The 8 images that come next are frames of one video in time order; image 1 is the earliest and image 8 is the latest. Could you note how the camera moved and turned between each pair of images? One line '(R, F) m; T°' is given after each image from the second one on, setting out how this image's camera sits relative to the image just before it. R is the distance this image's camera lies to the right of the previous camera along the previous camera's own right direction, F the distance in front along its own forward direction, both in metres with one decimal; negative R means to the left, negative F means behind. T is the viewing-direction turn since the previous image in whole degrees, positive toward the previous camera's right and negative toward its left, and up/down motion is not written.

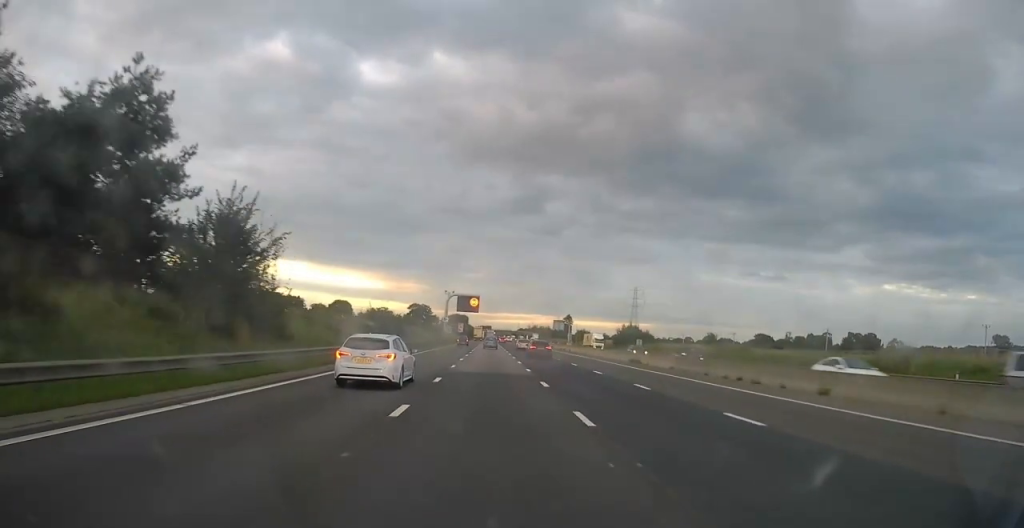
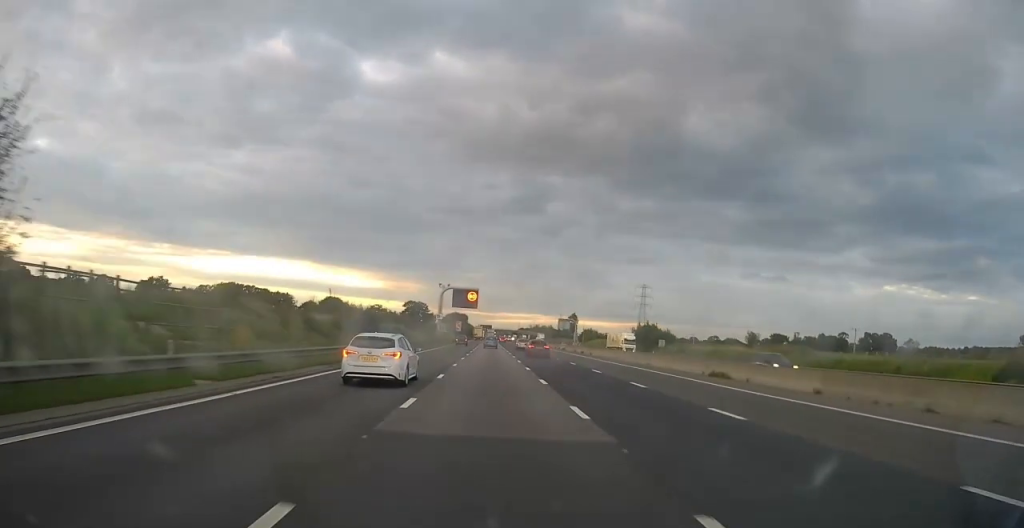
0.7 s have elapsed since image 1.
(+0.1, +17.5) m; 0°
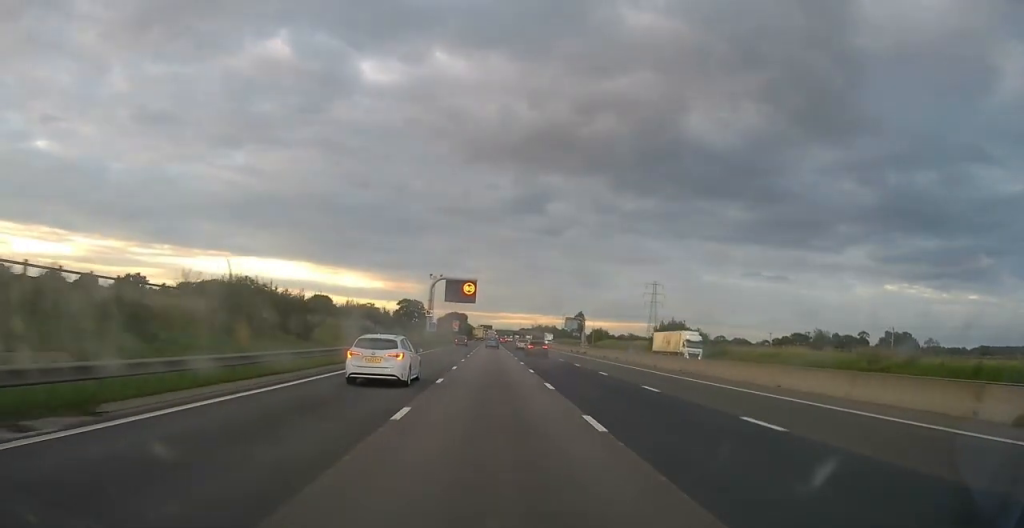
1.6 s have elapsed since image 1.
(-0.2, +20.0) m; 0°
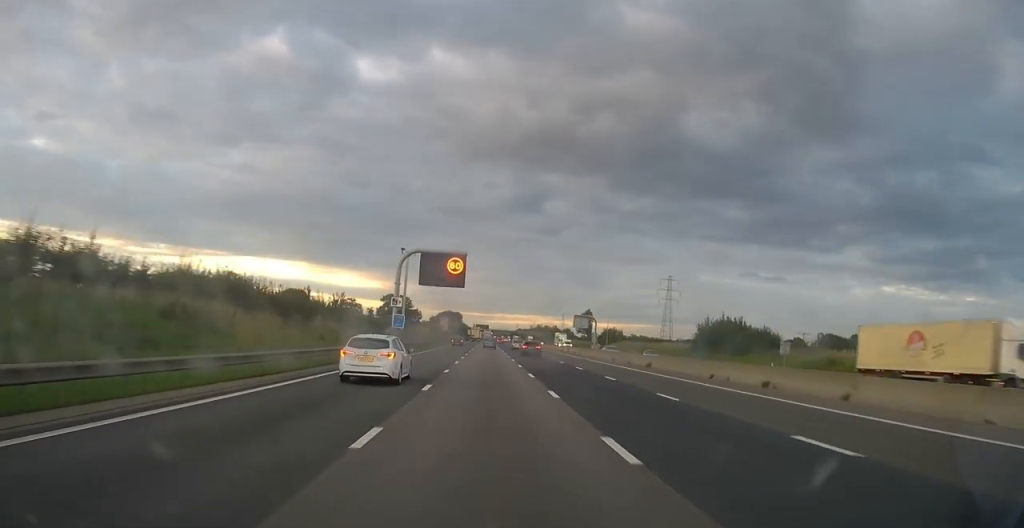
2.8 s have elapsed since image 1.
(+0.1, +30.3) m; +1°
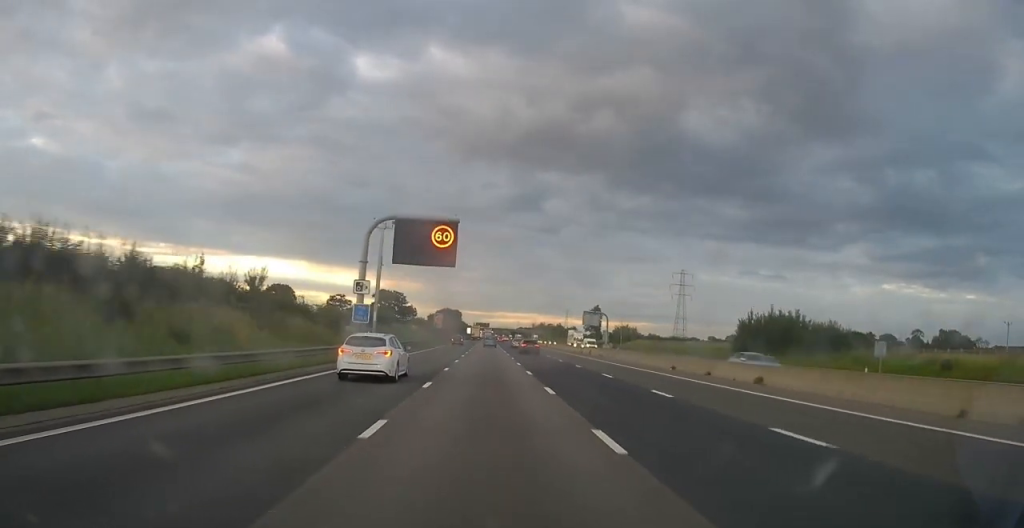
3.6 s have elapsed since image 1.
(+0.2, +17.4) m; 0°
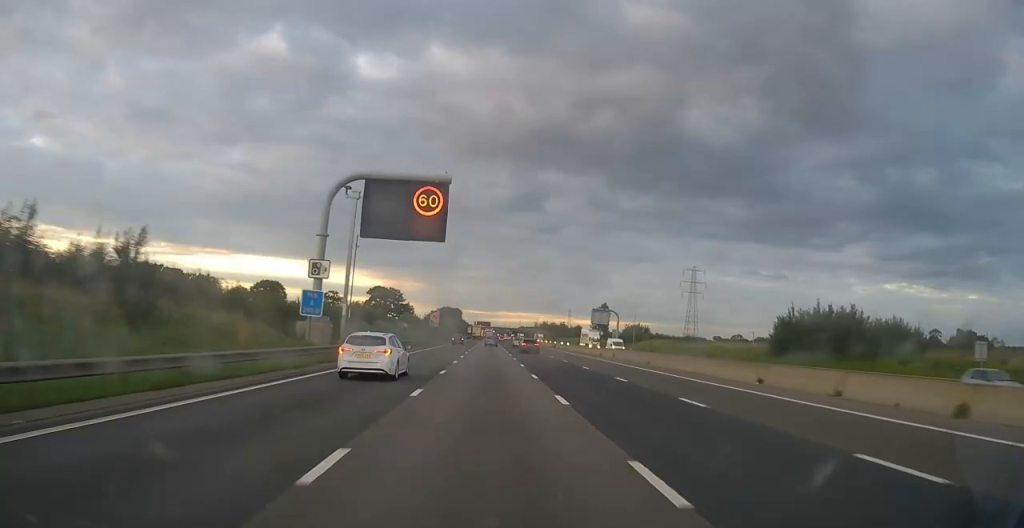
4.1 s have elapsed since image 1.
(0.0, +12.0) m; 0°
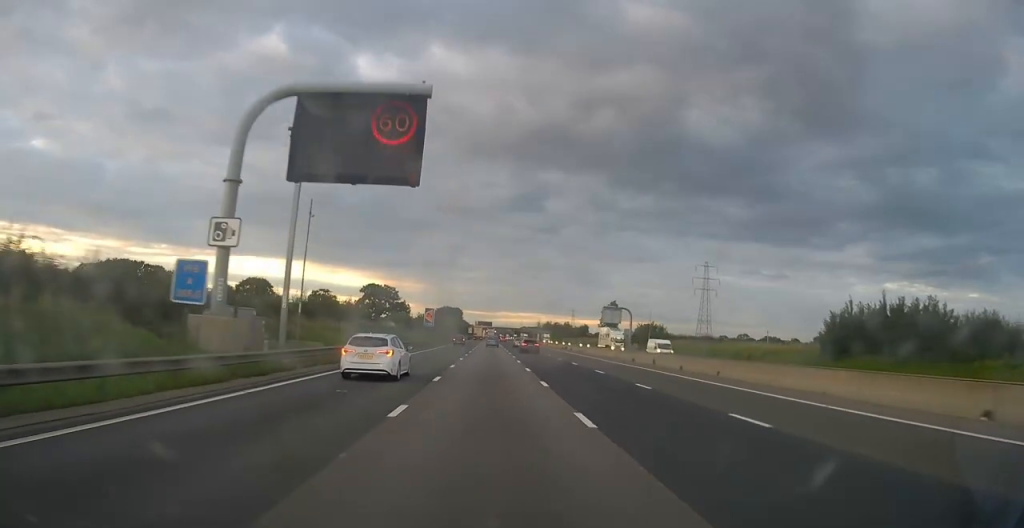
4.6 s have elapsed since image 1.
(-0.1, +12.8) m; 0°
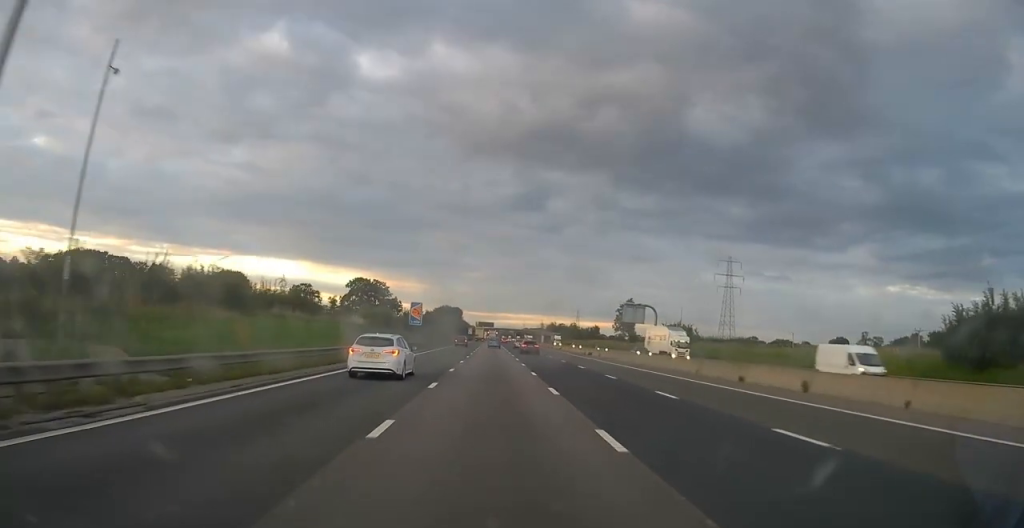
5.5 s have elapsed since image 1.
(0.0, +20.7) m; 0°
